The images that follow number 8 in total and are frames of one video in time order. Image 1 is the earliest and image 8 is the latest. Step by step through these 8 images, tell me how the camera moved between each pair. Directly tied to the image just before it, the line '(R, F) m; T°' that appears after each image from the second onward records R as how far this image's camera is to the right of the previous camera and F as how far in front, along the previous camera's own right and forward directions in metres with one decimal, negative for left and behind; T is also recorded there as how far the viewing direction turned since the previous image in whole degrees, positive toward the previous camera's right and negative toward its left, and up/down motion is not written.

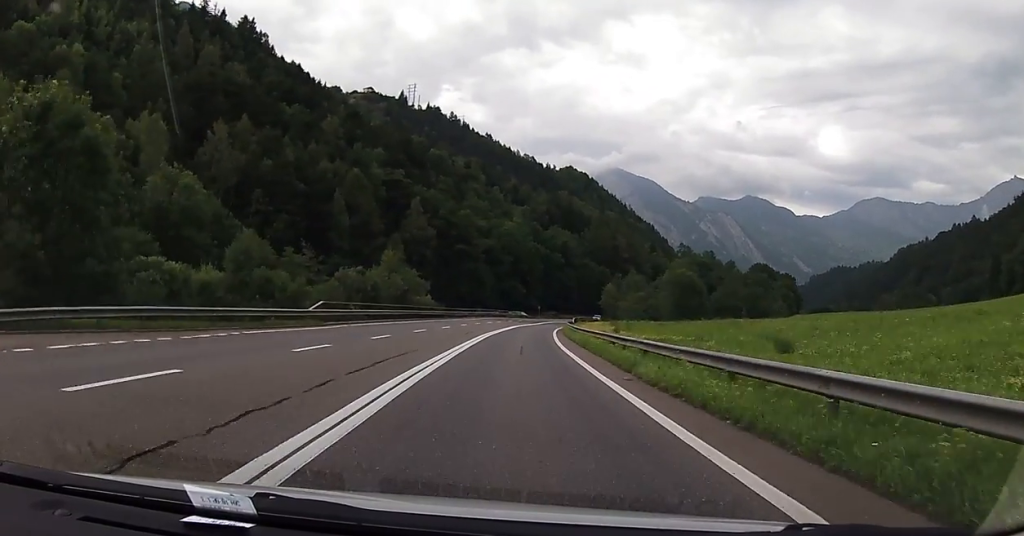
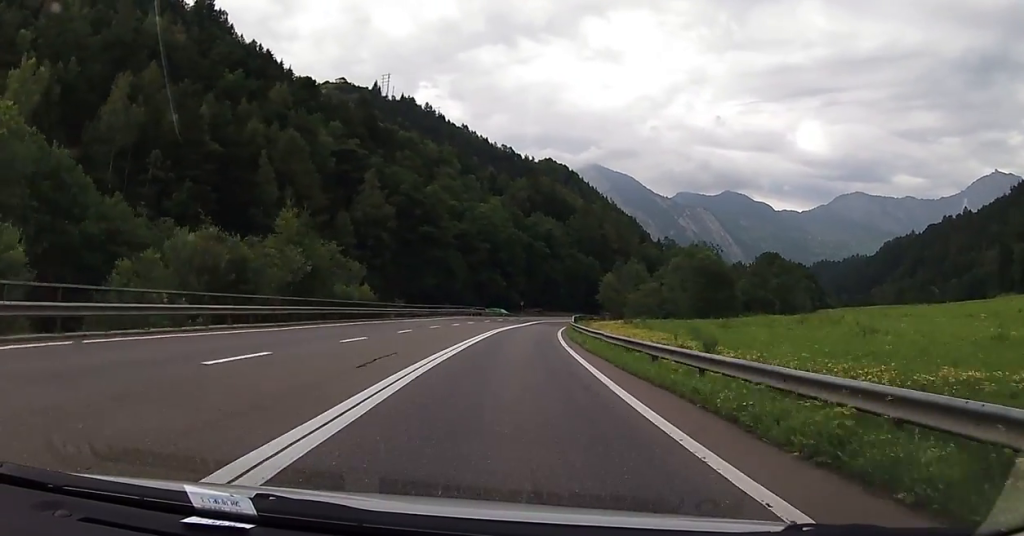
(+0.4, +20.4) m; +2°
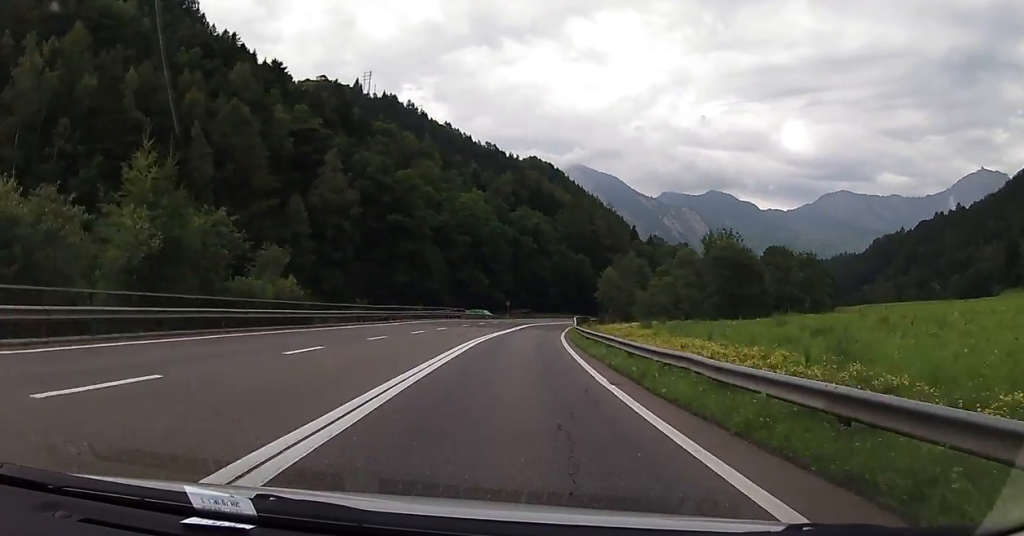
(+0.1, +13.4) m; +1°
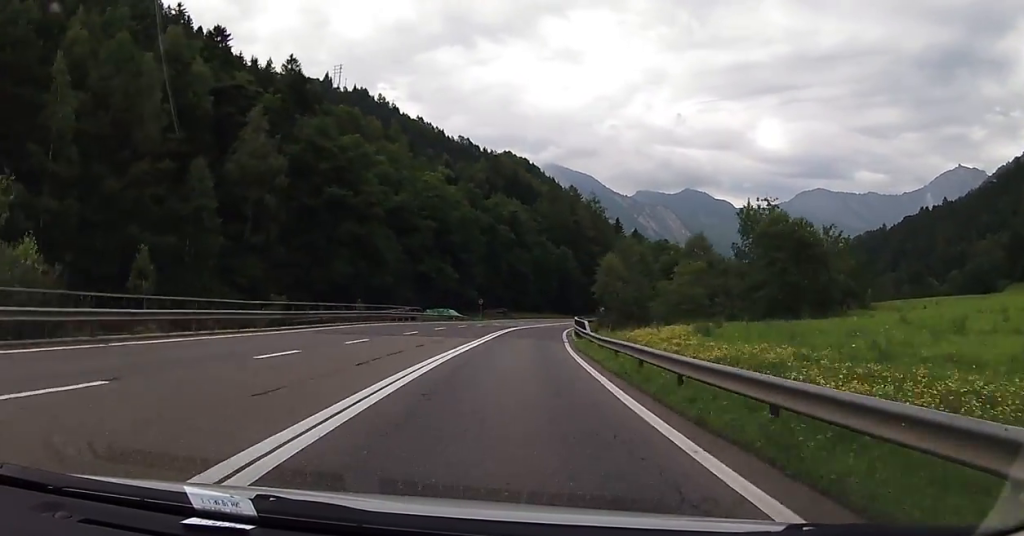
(+0.3, +19.2) m; +3°
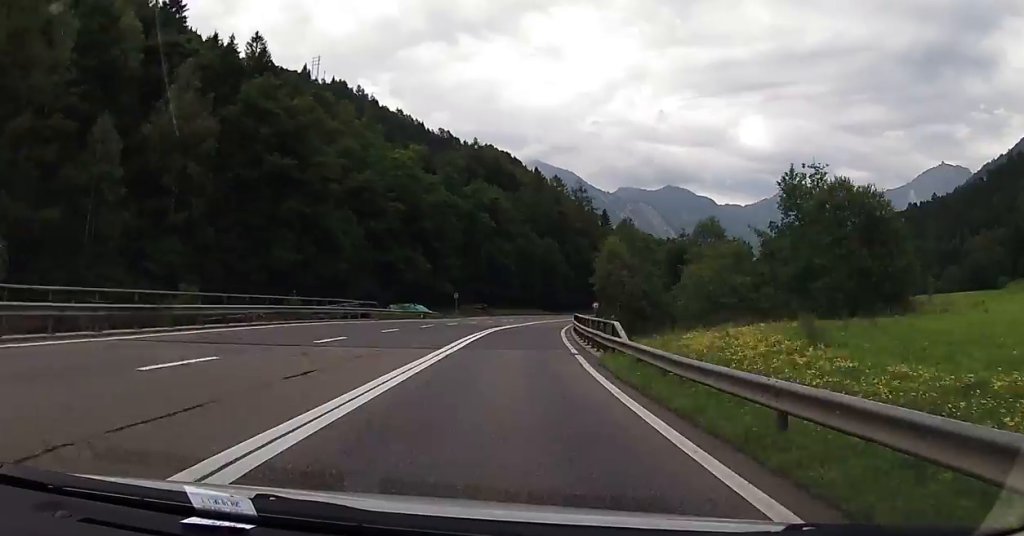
(+0.2, +13.1) m; +2°
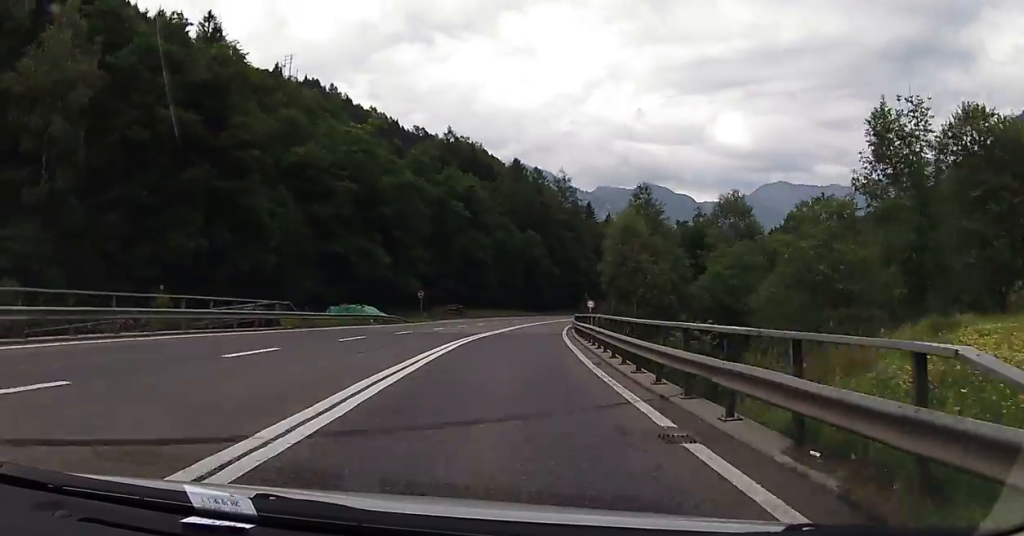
(+0.4, +16.0) m; +2°
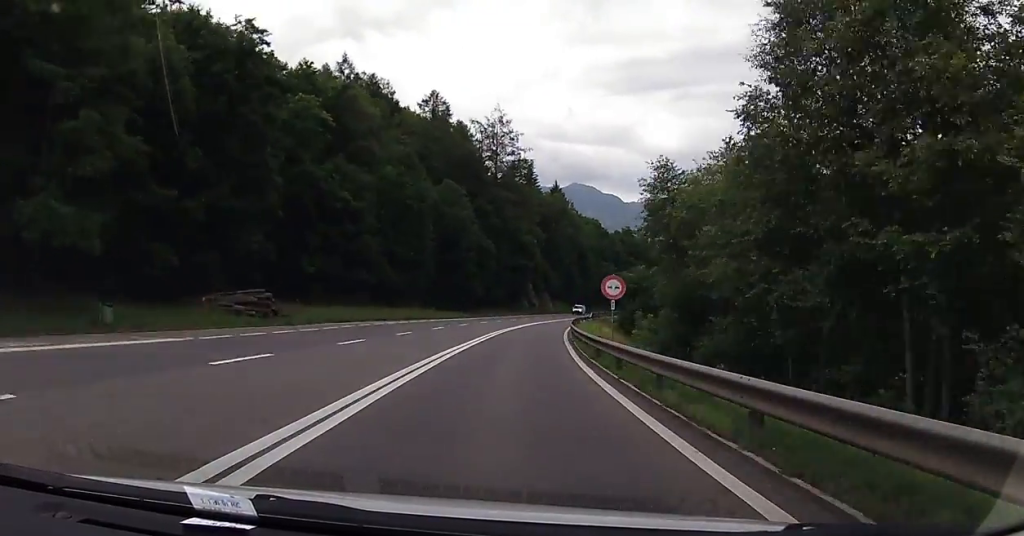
(+2.5, +49.4) m; +6°
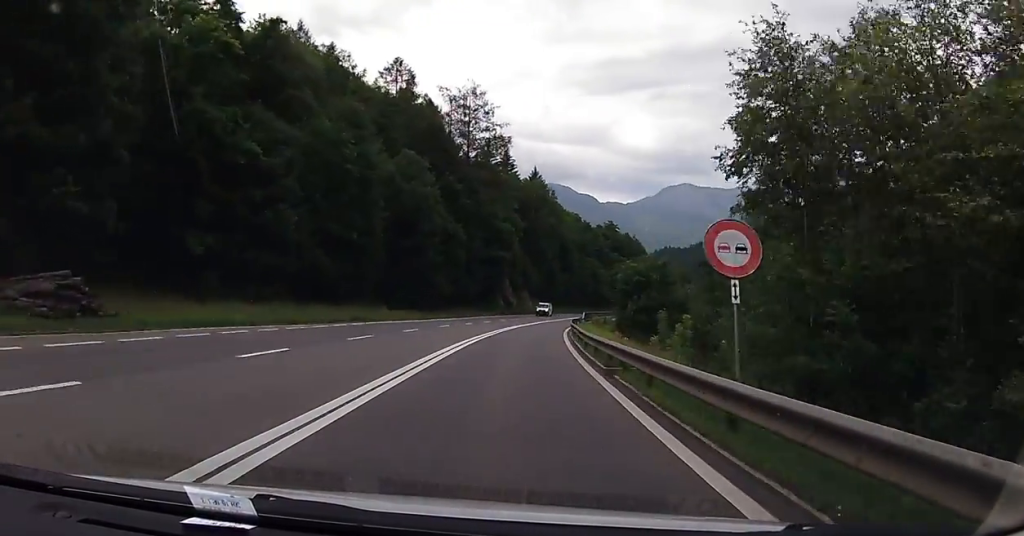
(0.0, +15.2) m; +2°
